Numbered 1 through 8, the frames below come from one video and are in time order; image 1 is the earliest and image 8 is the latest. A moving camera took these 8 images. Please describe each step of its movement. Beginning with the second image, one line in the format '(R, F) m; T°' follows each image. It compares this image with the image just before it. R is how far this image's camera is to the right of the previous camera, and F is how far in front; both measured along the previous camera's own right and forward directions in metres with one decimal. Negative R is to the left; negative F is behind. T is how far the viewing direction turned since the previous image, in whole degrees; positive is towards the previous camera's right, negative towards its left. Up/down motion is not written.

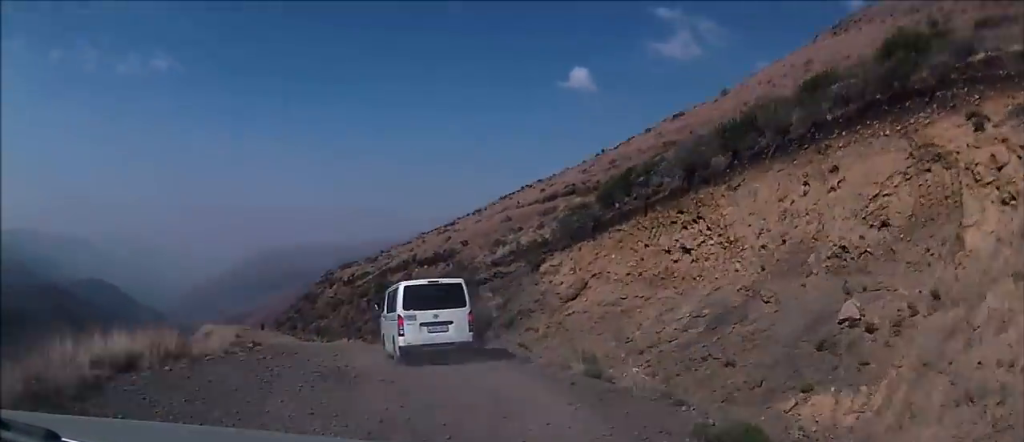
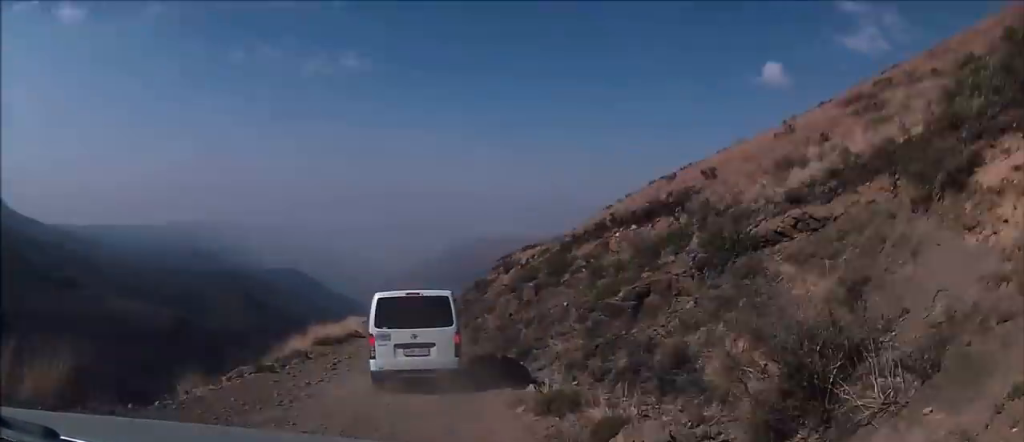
(-1.1, +14.9) m; -5°
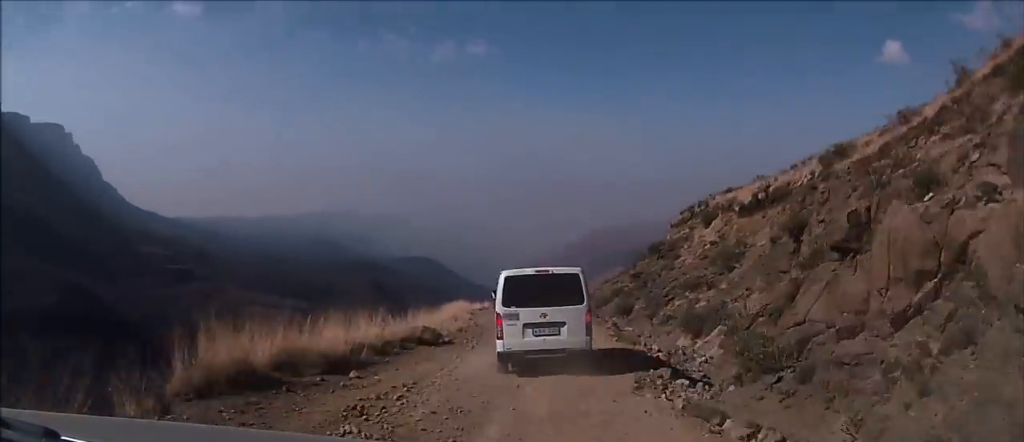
(-1.9, +24.3) m; -6°
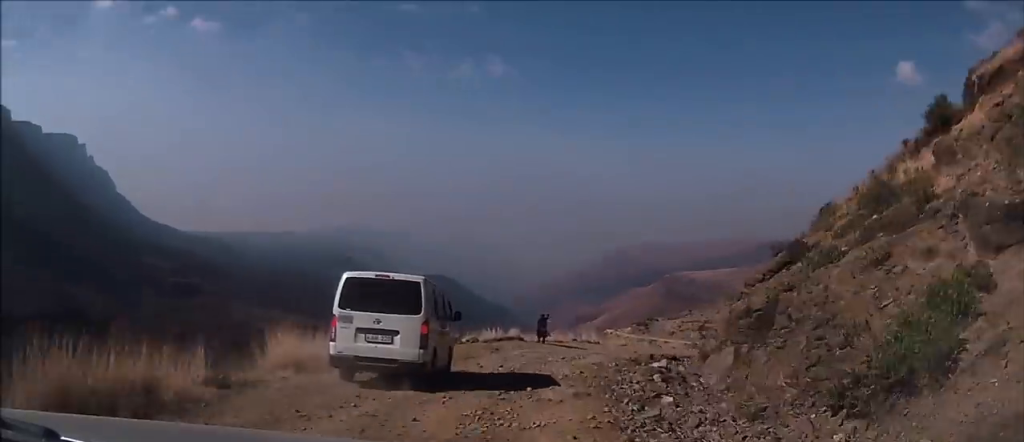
(-1.5, +33.8) m; +3°
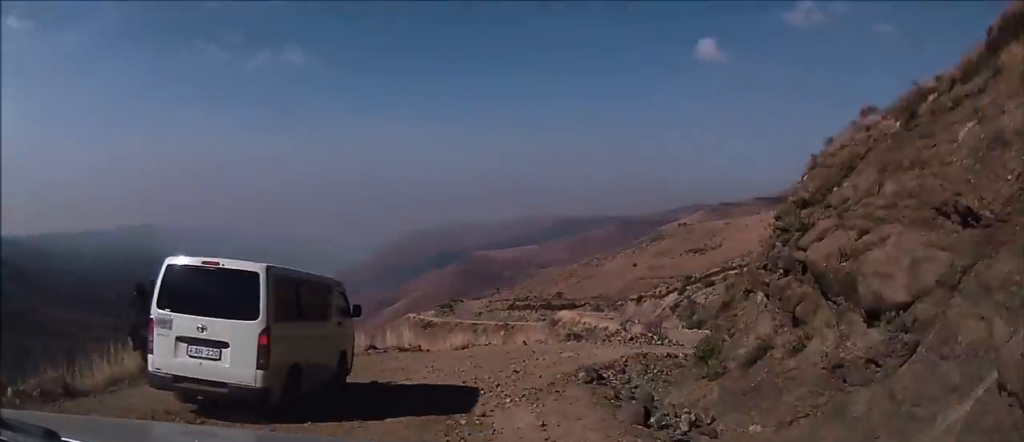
(+1.3, +24.2) m; +11°
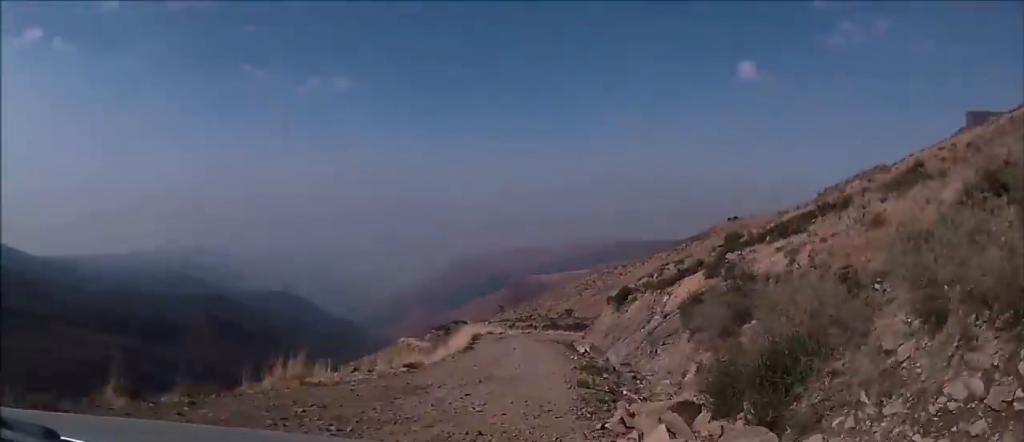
(+9.3, +75.9) m; +4°
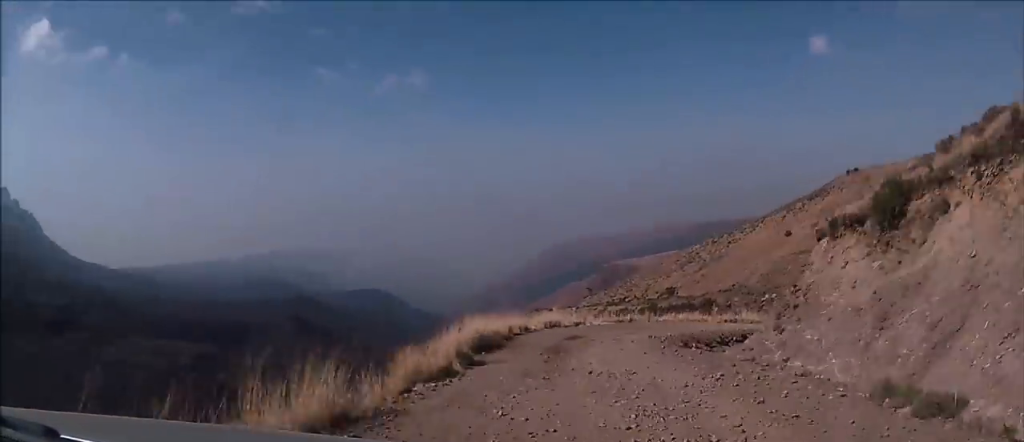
(-2.7, +26.4) m; +2°
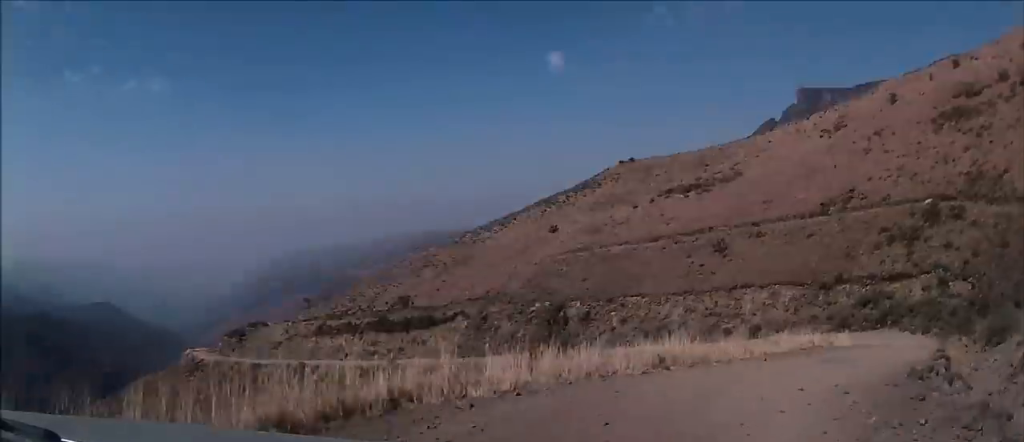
(+4.2, +24.9) m; +7°
